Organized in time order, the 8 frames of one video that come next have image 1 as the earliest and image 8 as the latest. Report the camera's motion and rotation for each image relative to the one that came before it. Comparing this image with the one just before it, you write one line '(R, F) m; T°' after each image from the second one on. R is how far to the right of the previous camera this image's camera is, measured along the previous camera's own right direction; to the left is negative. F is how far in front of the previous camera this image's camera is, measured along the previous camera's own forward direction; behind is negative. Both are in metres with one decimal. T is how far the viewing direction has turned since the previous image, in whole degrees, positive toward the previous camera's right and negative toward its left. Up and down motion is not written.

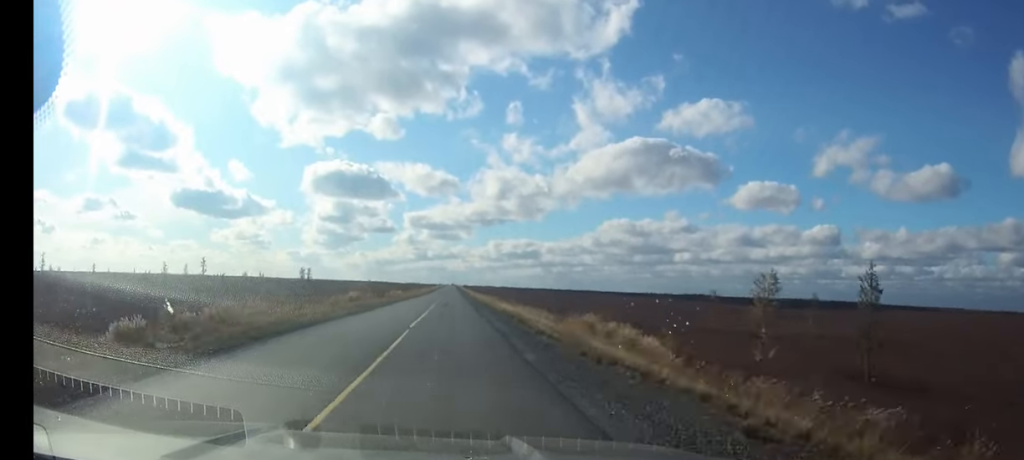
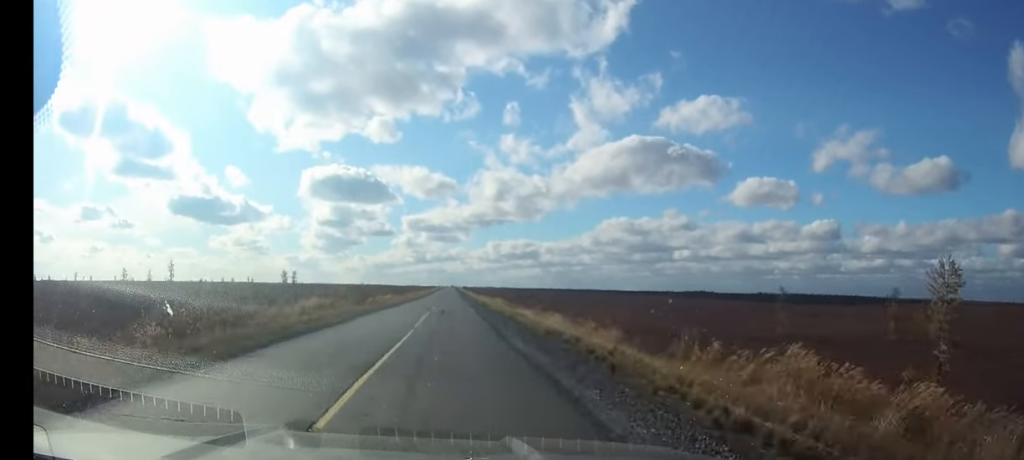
(0.0, +14.3) m; 0°
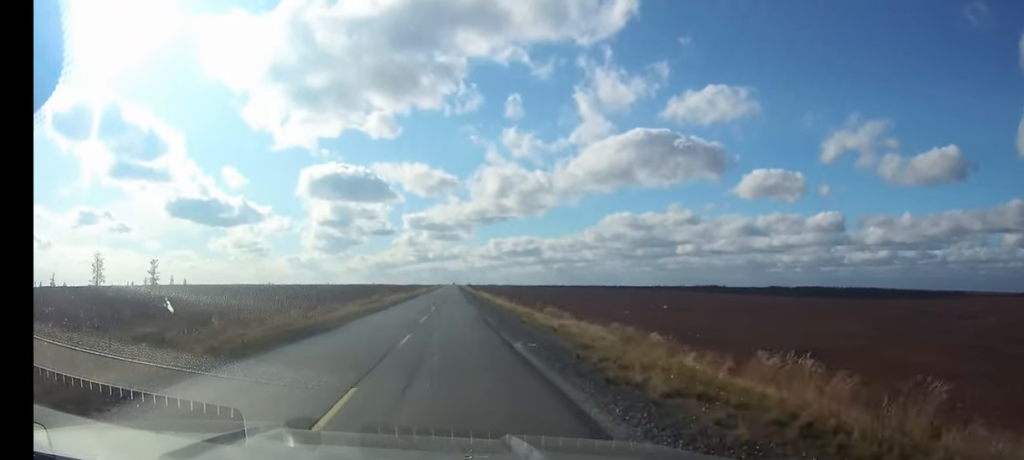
(-0.1, +66.0) m; 0°
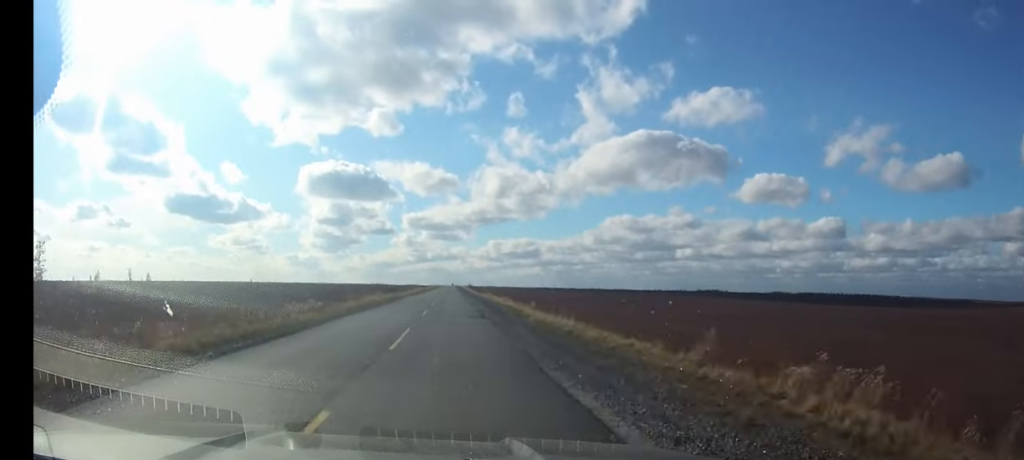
(0.0, +23.0) m; 0°
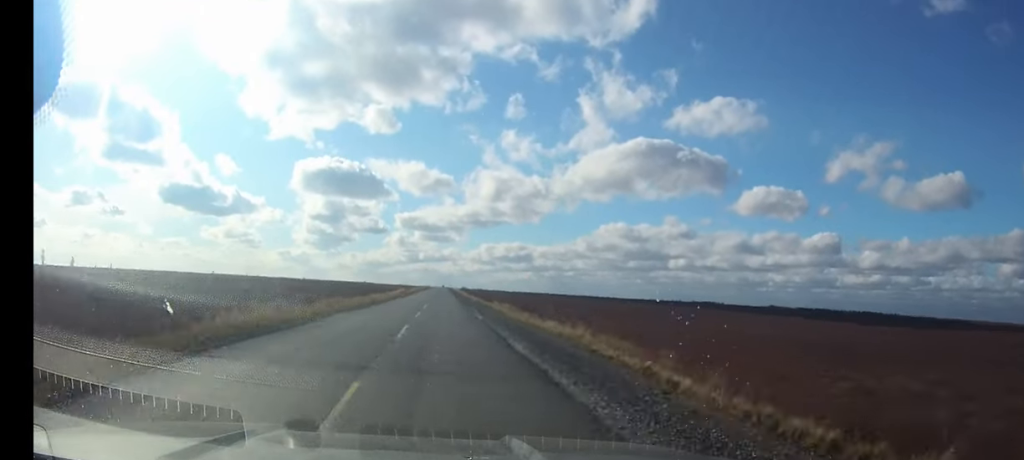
(0.0, +35.8) m; 0°
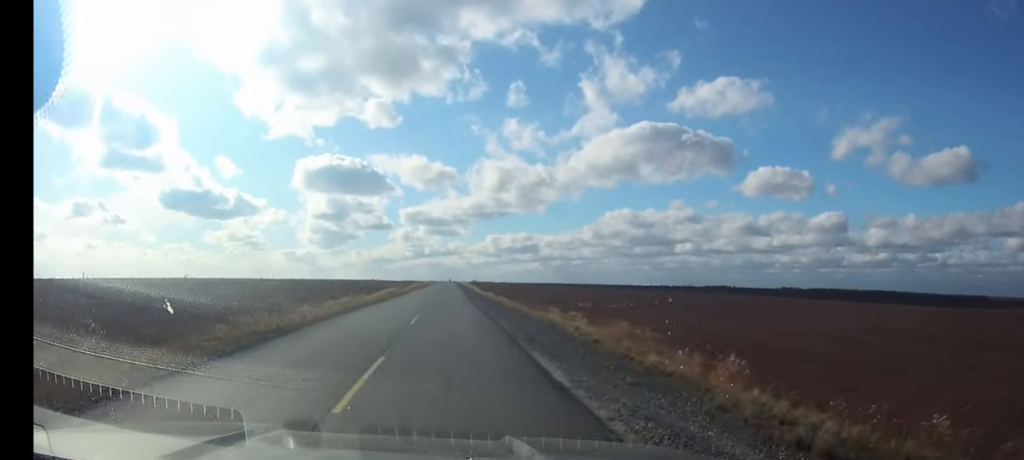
(0.0, +30.4) m; 0°
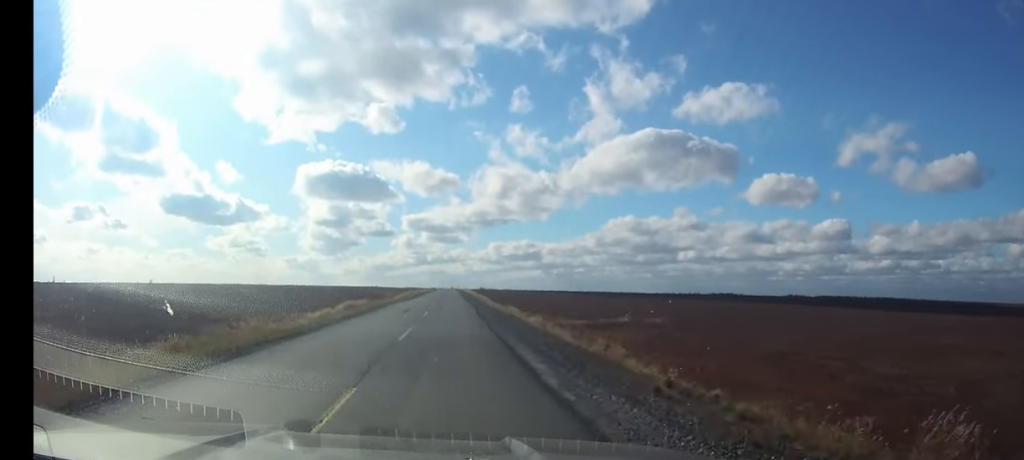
(0.0, +26.5) m; 0°
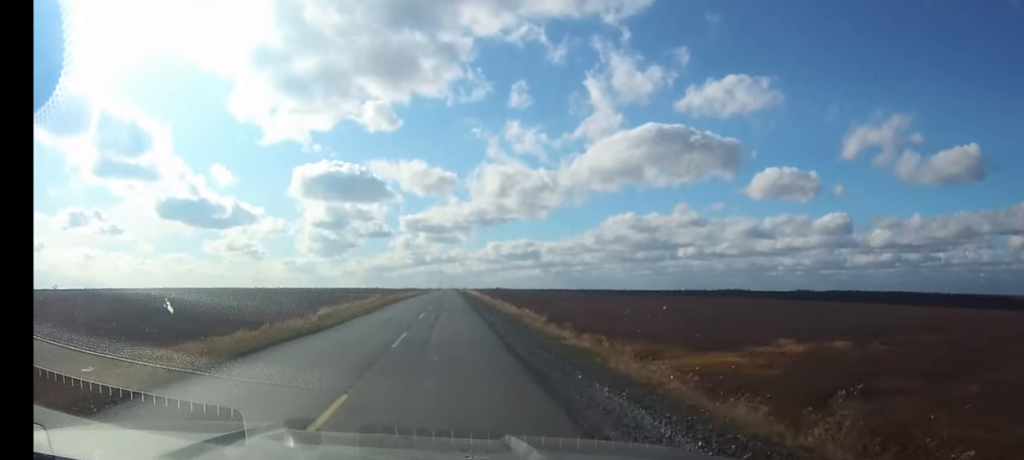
(-0.1, +50.5) m; 0°
